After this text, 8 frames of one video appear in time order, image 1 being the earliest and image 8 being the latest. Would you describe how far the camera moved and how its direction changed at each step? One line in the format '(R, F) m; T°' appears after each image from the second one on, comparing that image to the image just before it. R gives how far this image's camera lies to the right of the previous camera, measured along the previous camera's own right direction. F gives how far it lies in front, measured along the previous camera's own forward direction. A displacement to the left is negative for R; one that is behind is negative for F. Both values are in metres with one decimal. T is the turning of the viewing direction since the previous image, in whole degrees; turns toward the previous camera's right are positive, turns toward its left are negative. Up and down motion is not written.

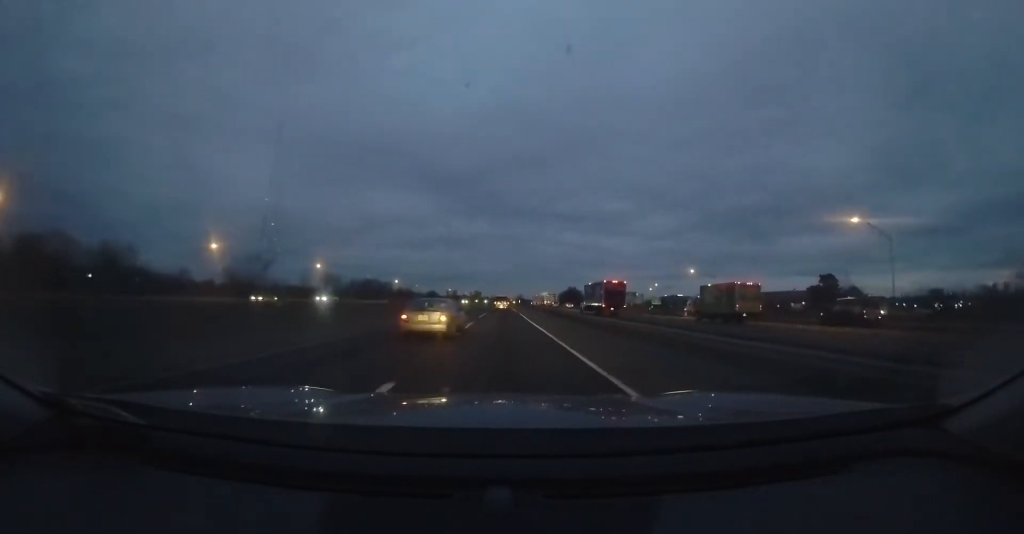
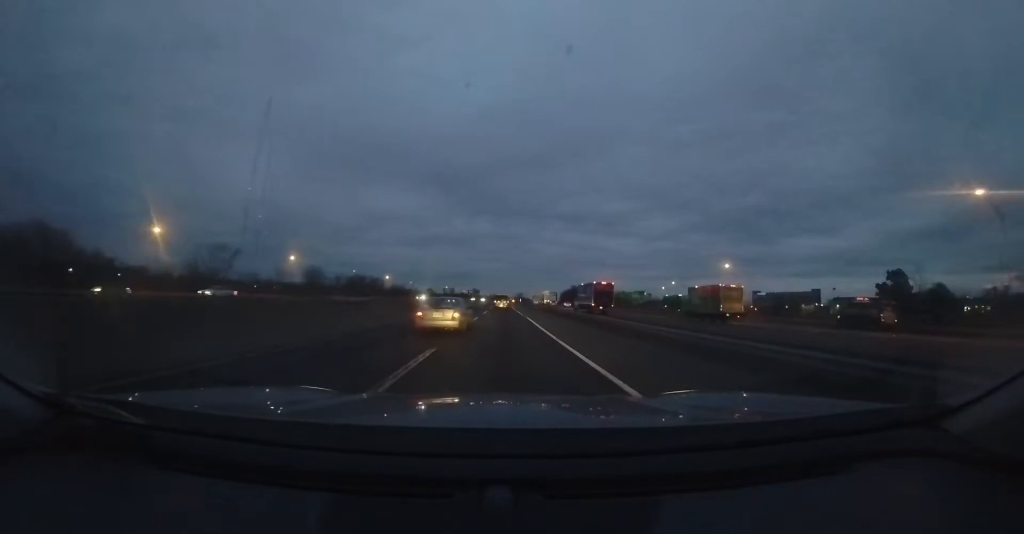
(0.0, +11.8) m; 0°
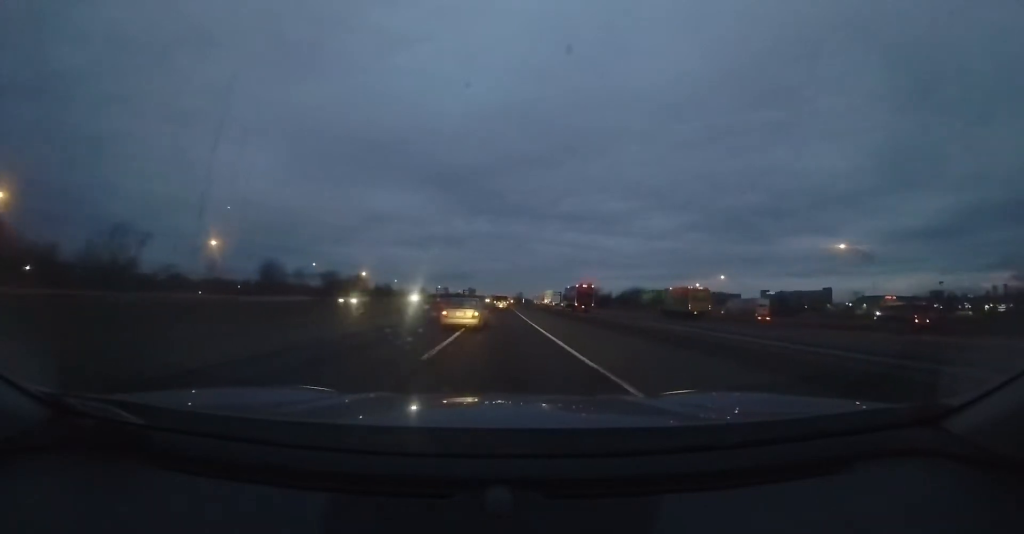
(0.0, +23.4) m; 0°
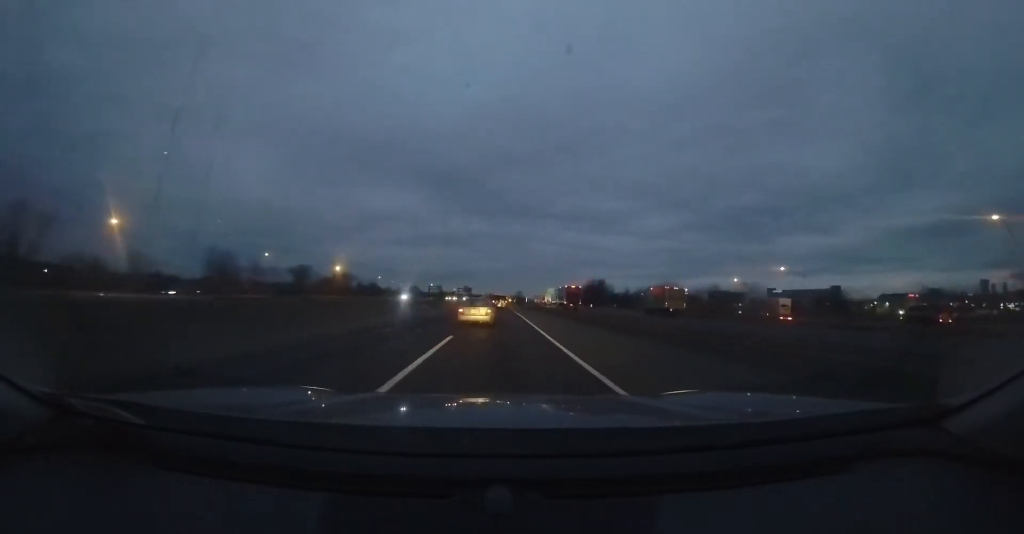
(0.0, +18.3) m; 0°
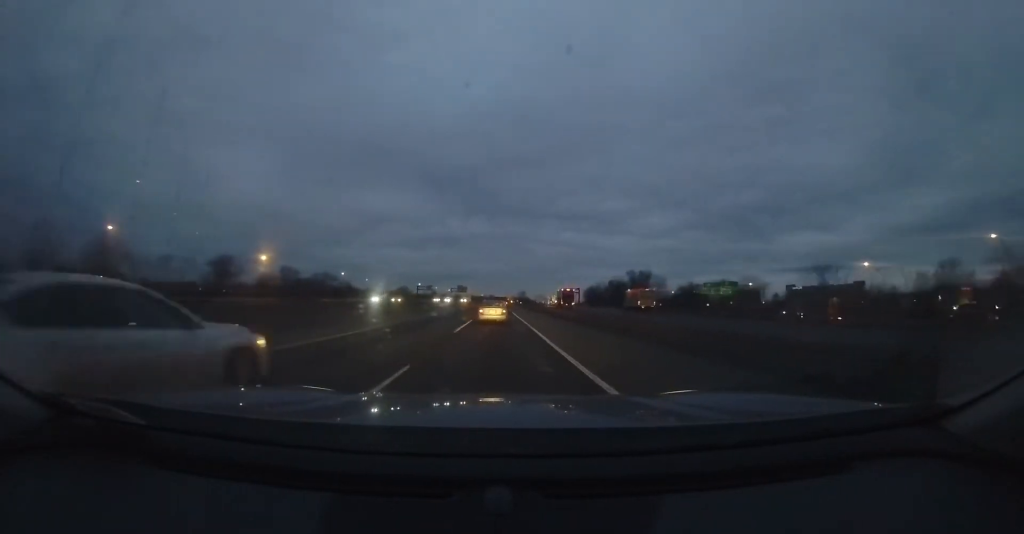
(0.0, +35.0) m; 0°
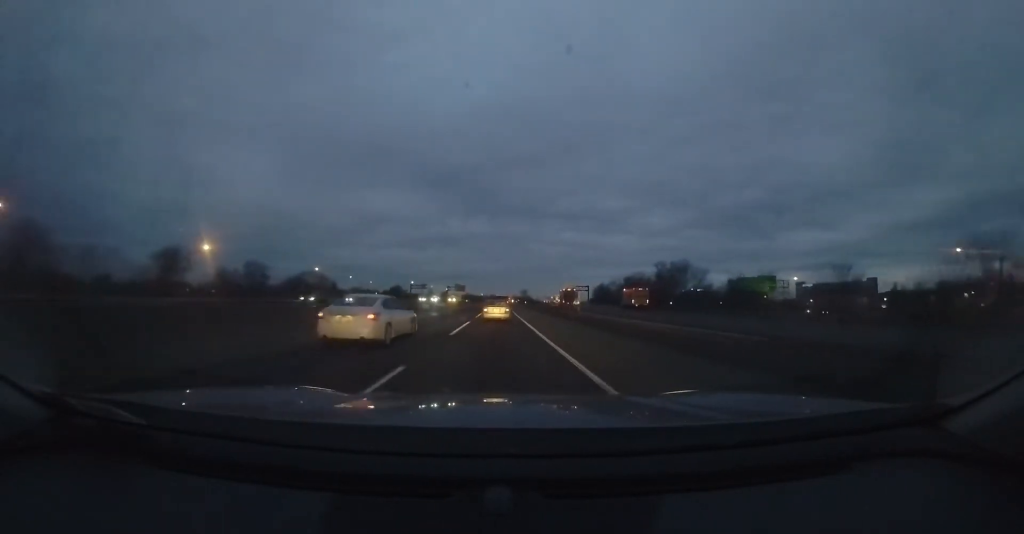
(0.0, +16.3) m; 0°
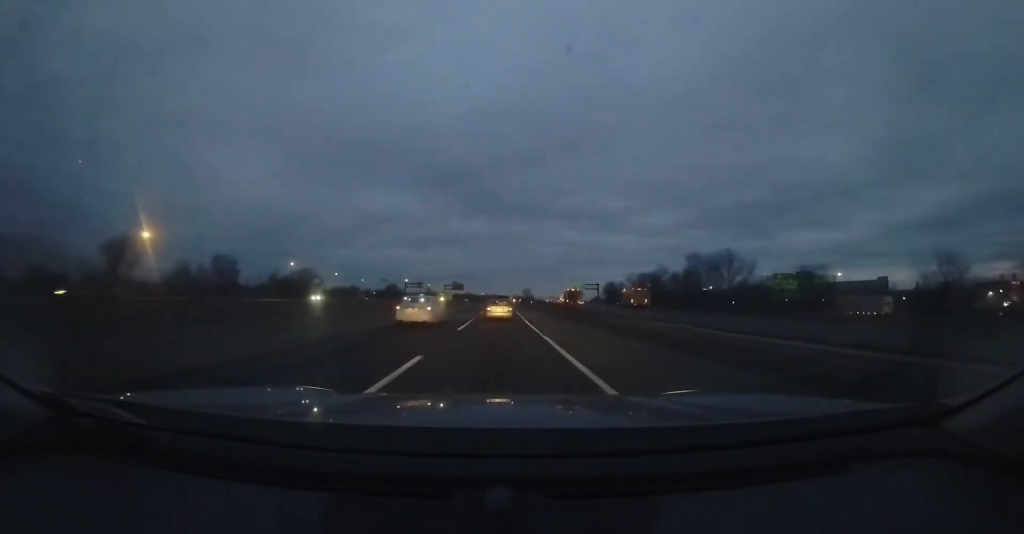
(0.0, +12.8) m; 0°
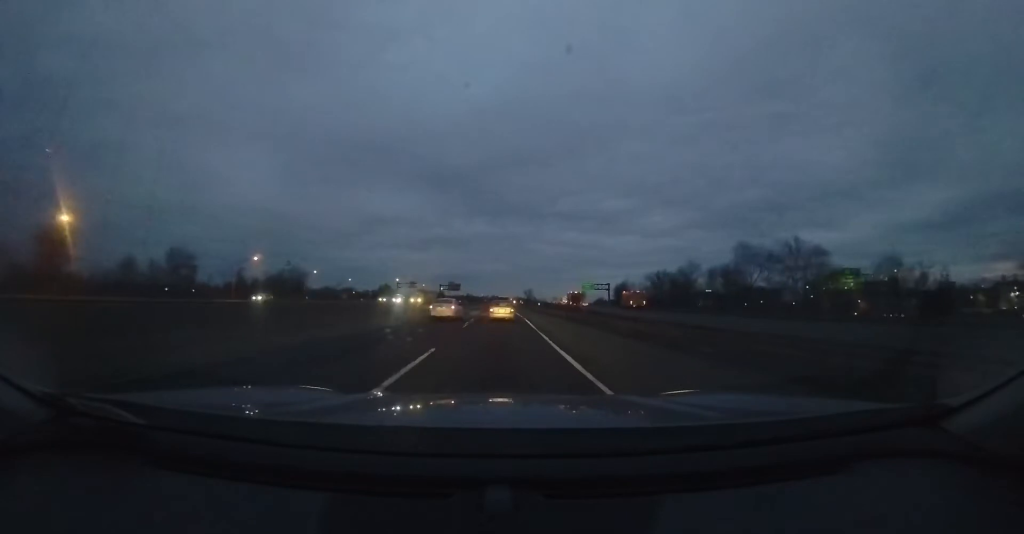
(0.0, +13.5) m; 0°
